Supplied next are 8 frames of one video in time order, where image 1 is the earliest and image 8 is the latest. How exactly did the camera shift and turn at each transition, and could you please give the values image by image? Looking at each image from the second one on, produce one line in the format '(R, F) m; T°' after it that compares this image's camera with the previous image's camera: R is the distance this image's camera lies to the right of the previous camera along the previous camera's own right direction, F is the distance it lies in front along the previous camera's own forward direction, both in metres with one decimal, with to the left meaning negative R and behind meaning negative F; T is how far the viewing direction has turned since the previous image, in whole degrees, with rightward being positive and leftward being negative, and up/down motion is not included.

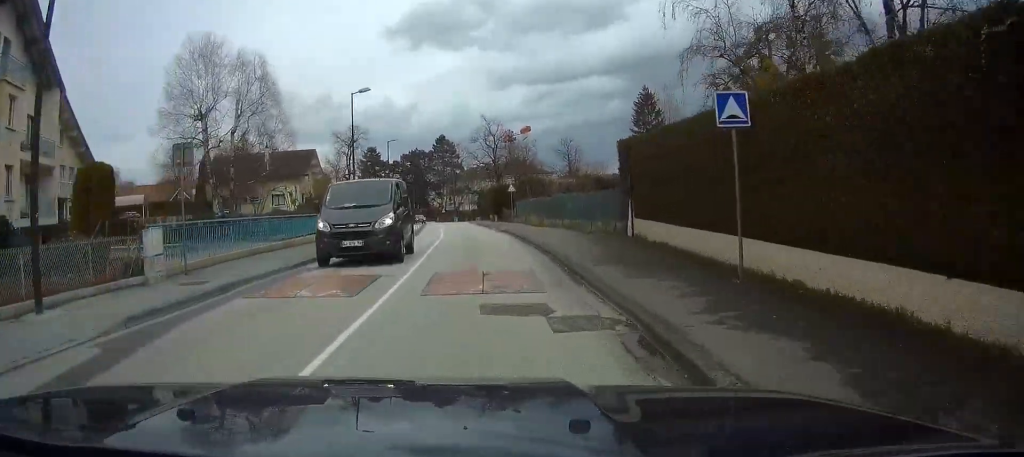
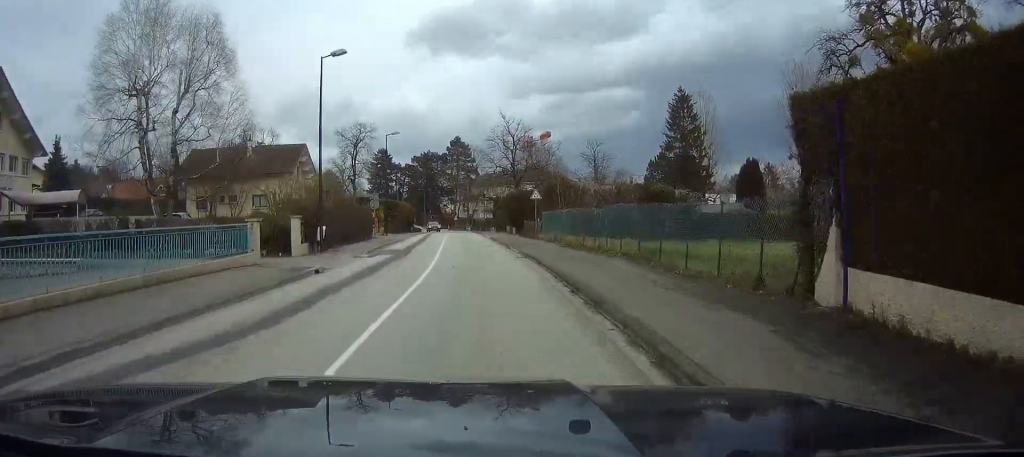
(-0.5, +11.2) m; -3°
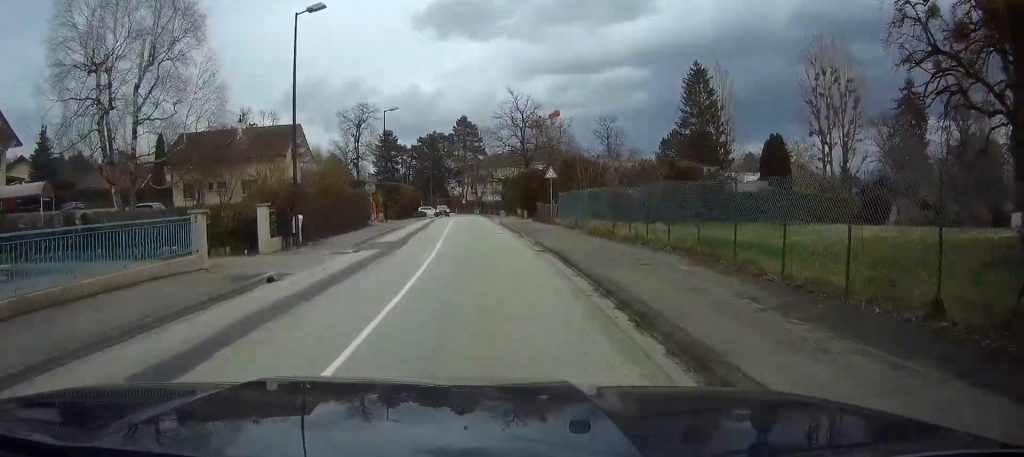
(-0.1, +4.9) m; 0°
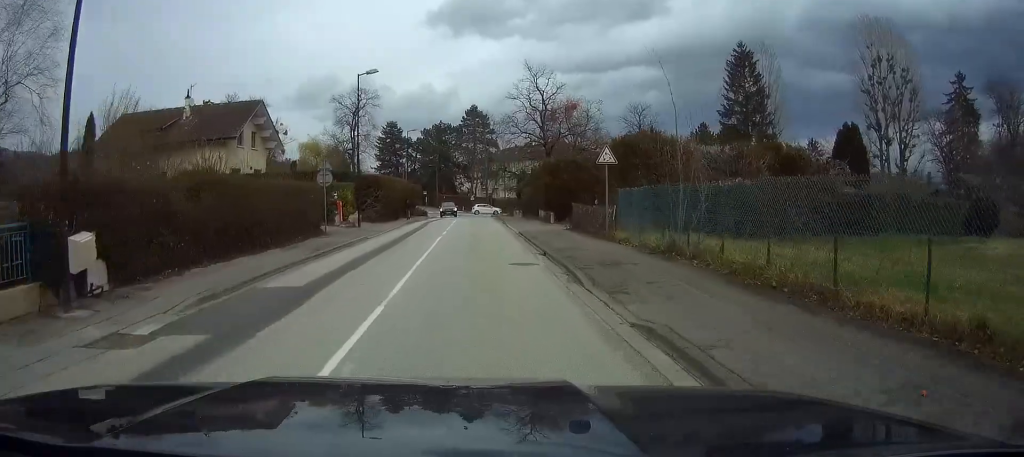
(+0.6, +12.5) m; +4°
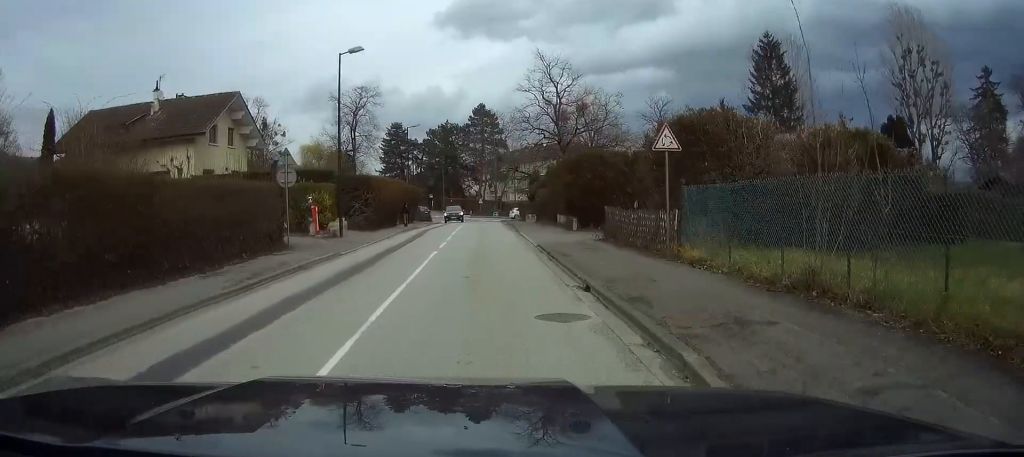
(+0.3, +5.0) m; 0°
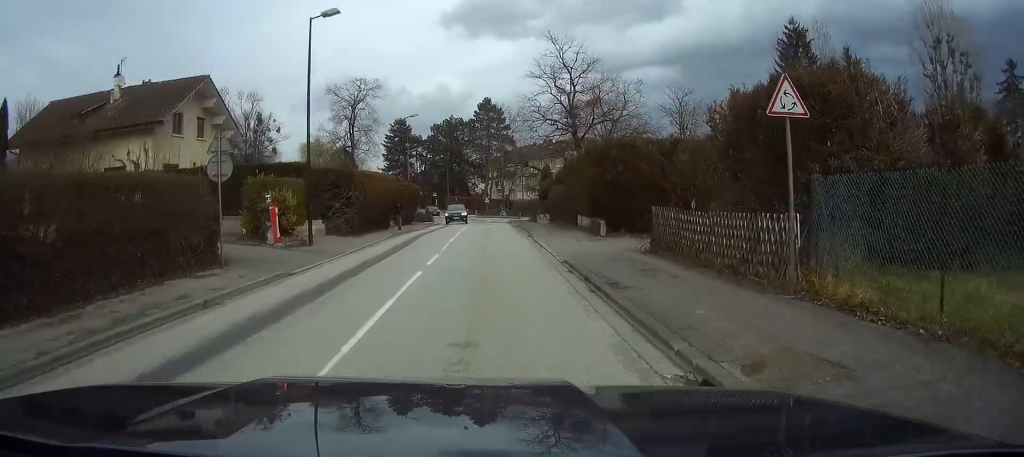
(-0.3, +4.7) m; -2°
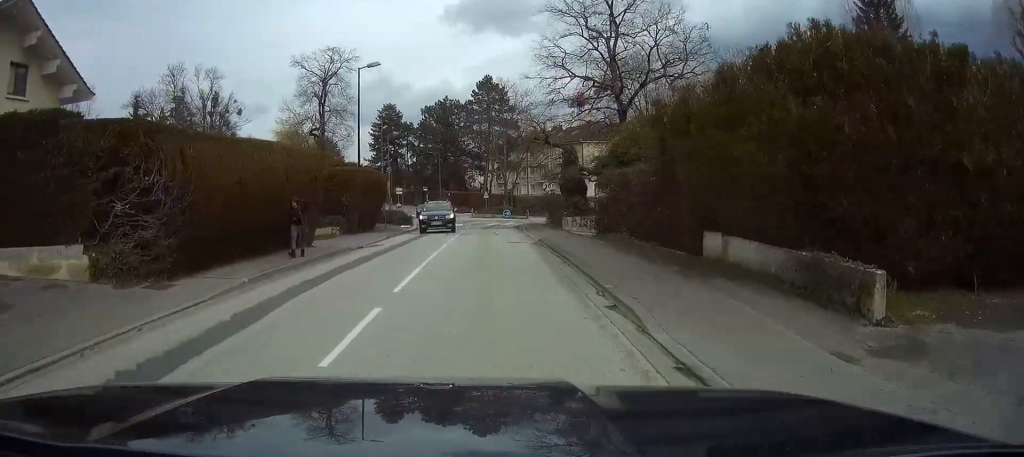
(-0.5, +14.0) m; -3°
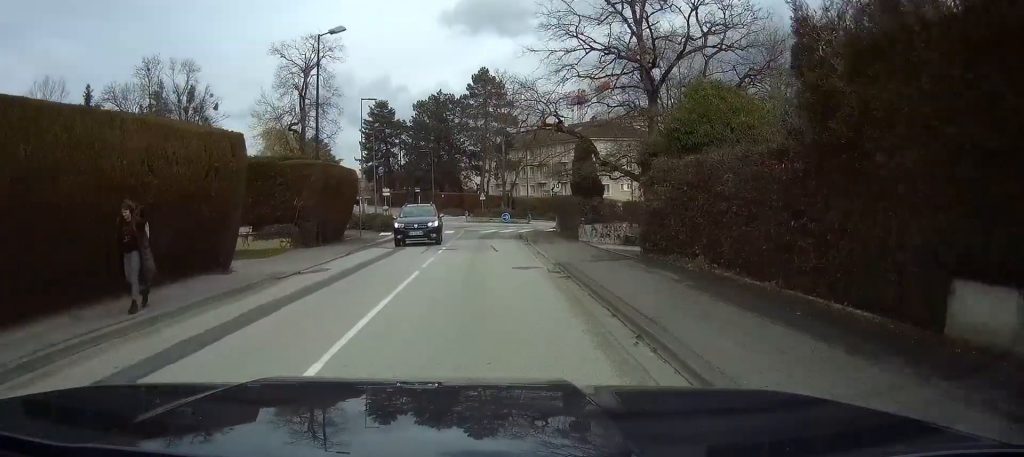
(0.0, +5.5) m; -1°
